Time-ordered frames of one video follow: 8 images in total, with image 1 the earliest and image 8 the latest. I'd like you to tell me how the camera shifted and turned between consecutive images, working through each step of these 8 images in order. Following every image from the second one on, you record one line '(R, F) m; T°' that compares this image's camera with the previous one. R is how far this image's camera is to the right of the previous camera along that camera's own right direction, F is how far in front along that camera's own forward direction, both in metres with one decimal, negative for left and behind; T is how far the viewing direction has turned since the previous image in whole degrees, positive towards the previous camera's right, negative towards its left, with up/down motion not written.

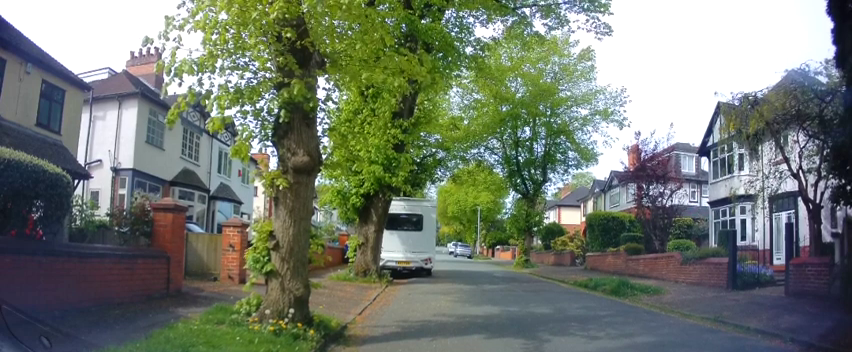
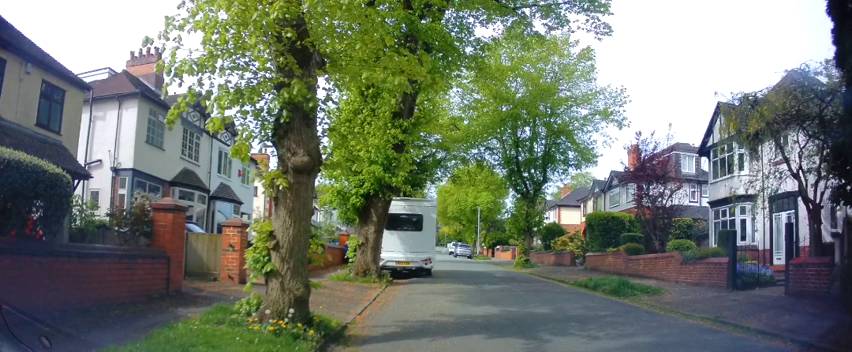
(0.0, 0.0) m; 0°
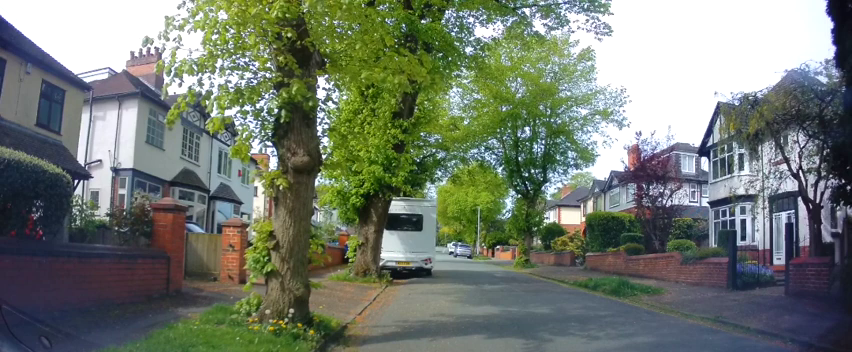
(0.0, 0.0) m; 0°
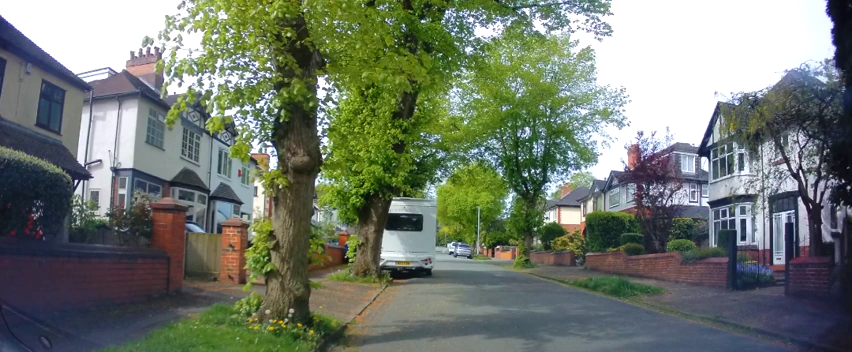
(0.0, 0.0) m; 0°
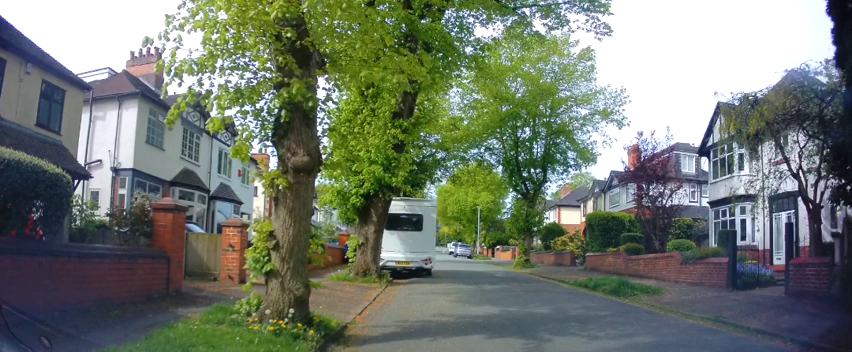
(0.0, 0.0) m; 0°
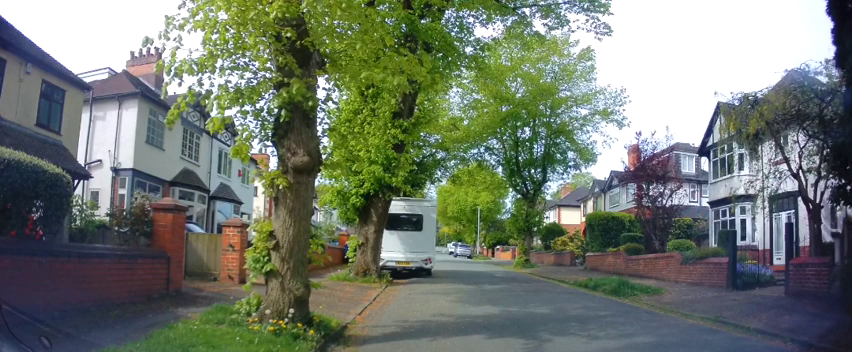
(0.0, 0.0) m; 0°
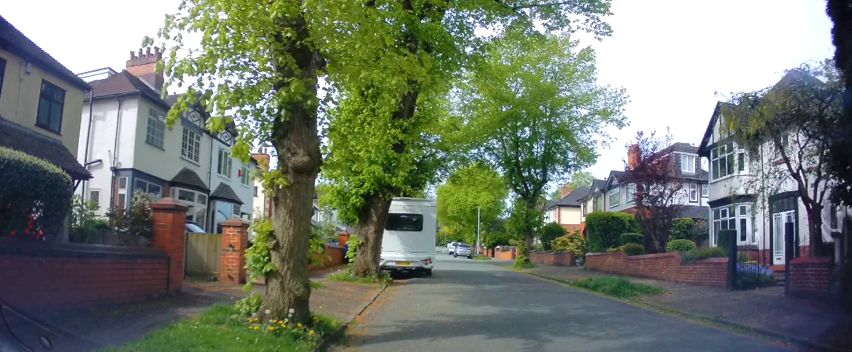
(0.0, 0.0) m; 0°
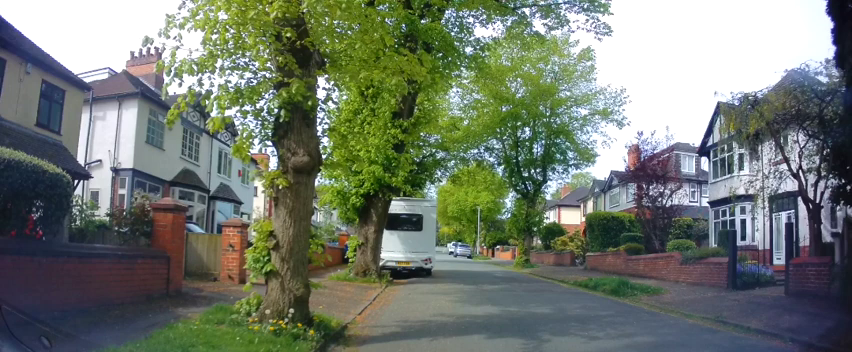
(0.0, 0.0) m; 0°
